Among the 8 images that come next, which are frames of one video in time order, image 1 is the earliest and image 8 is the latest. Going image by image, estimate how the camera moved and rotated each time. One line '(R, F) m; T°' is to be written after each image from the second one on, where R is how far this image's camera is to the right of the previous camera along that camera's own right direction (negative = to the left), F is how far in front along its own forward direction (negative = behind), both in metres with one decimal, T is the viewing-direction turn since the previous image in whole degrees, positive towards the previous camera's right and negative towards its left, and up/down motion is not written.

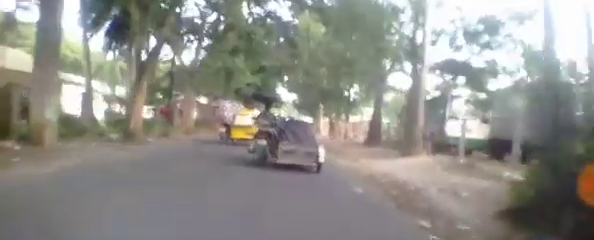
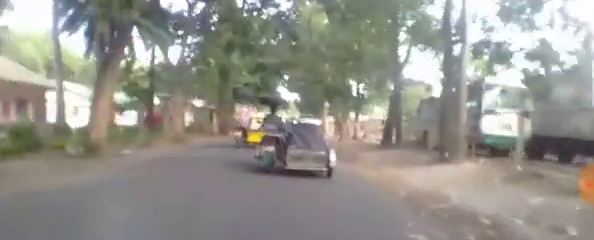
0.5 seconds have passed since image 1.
(-0.1, +2.7) m; -2°
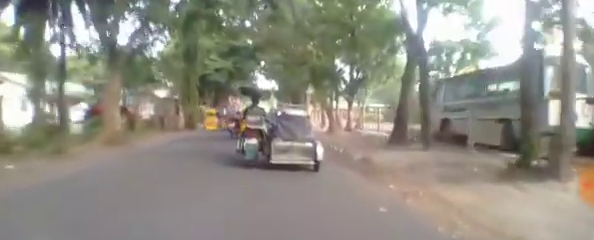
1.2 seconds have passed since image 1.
(-0.1, +4.1) m; -5°
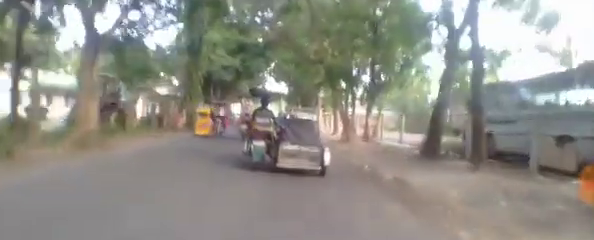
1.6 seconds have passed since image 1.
(+0.1, +2.4) m; -3°
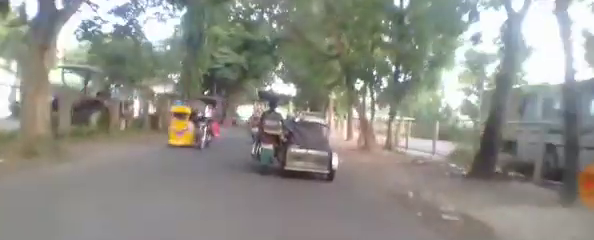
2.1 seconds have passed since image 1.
(-0.3, +2.6) m; -1°
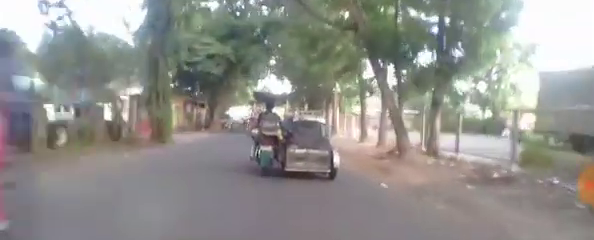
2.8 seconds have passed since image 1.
(-0.2, +4.5) m; 0°
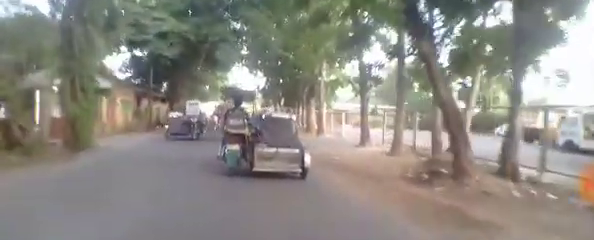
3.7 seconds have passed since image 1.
(+0.2, +4.6) m; +4°
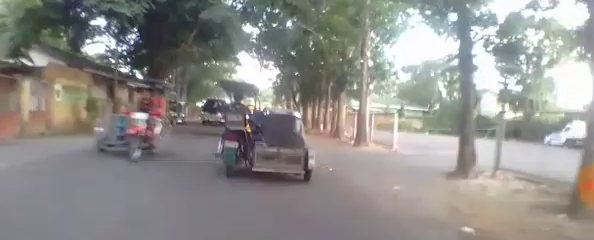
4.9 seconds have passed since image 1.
(+0.2, +6.3) m; +2°
